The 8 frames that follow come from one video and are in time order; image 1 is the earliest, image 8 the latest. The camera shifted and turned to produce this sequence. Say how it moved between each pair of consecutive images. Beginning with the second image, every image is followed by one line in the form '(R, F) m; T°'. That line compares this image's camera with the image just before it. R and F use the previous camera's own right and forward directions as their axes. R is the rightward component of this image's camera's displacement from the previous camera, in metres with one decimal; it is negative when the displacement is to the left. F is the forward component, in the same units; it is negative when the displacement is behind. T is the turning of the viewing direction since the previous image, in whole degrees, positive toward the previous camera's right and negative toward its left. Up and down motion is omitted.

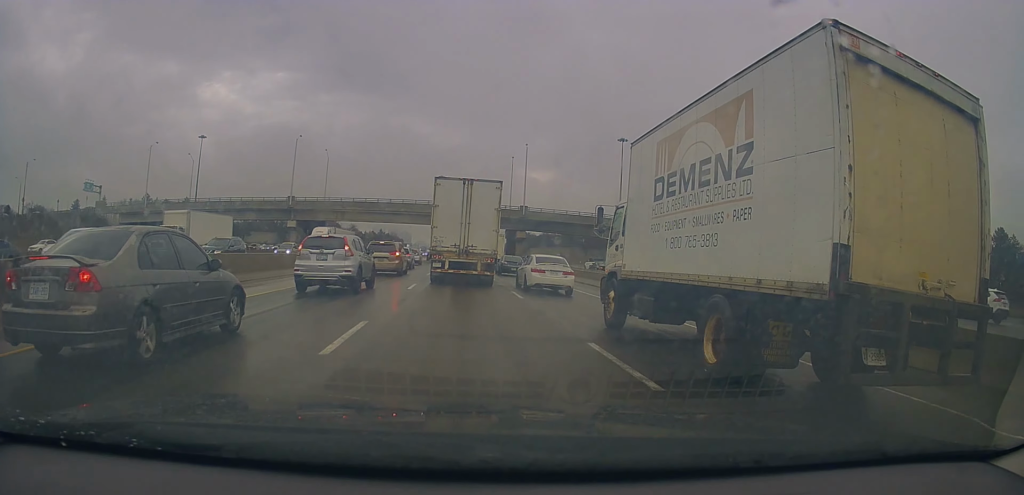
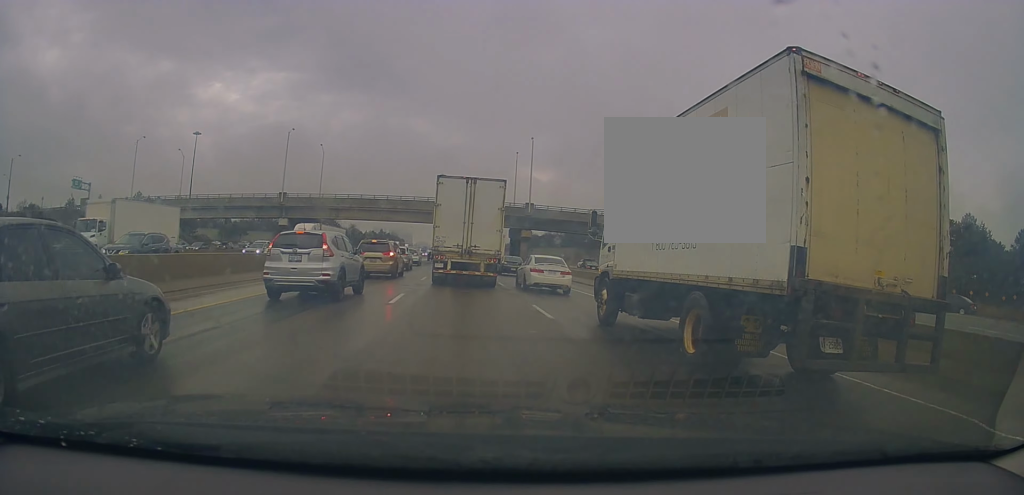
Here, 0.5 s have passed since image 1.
(-0.1, +5.6) m; -1°
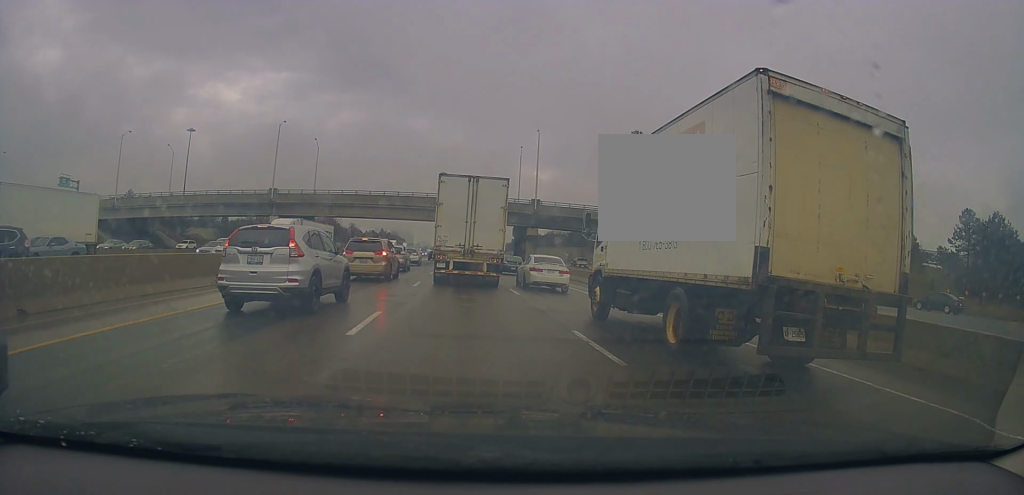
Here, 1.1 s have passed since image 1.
(0.0, +5.5) m; 0°
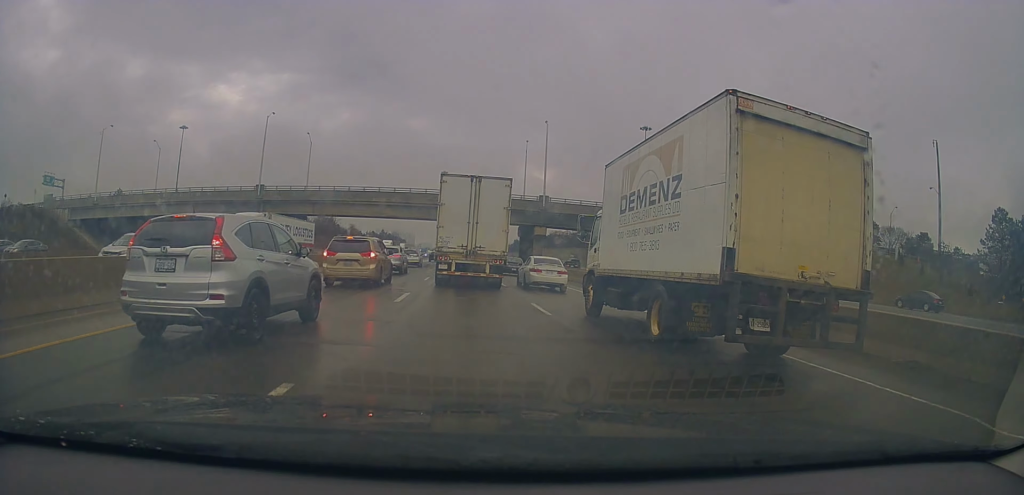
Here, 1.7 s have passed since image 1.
(-0.1, +6.2) m; +2°
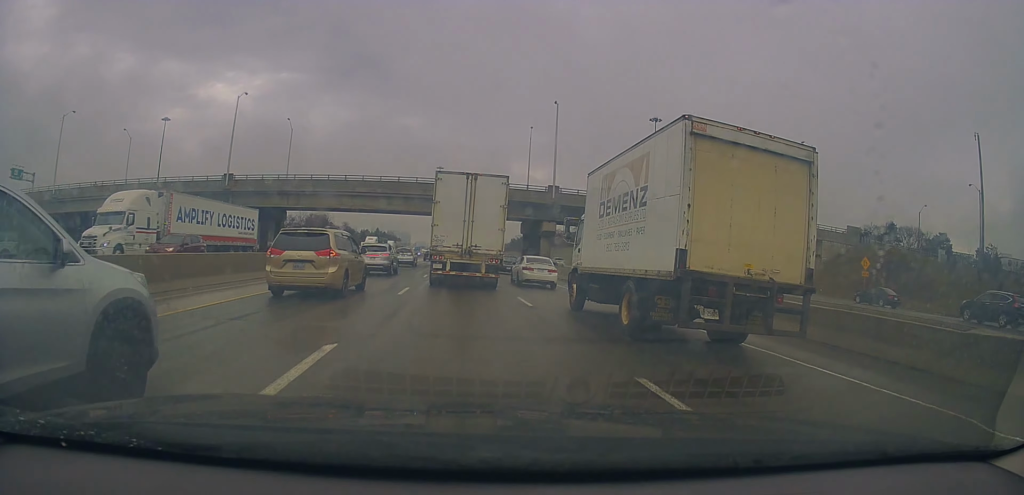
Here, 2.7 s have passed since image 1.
(+0.5, +9.7) m; -1°
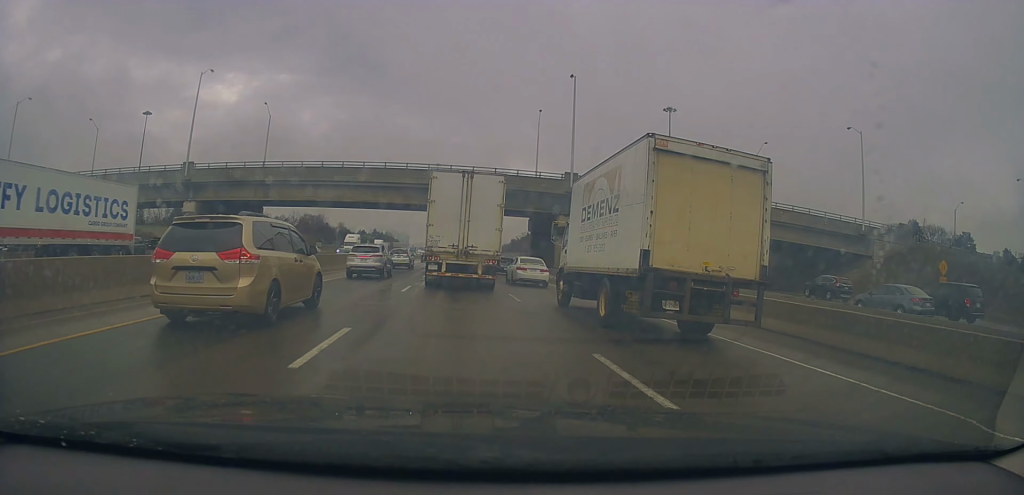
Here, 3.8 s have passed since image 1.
(-0.8, +10.7) m; -1°
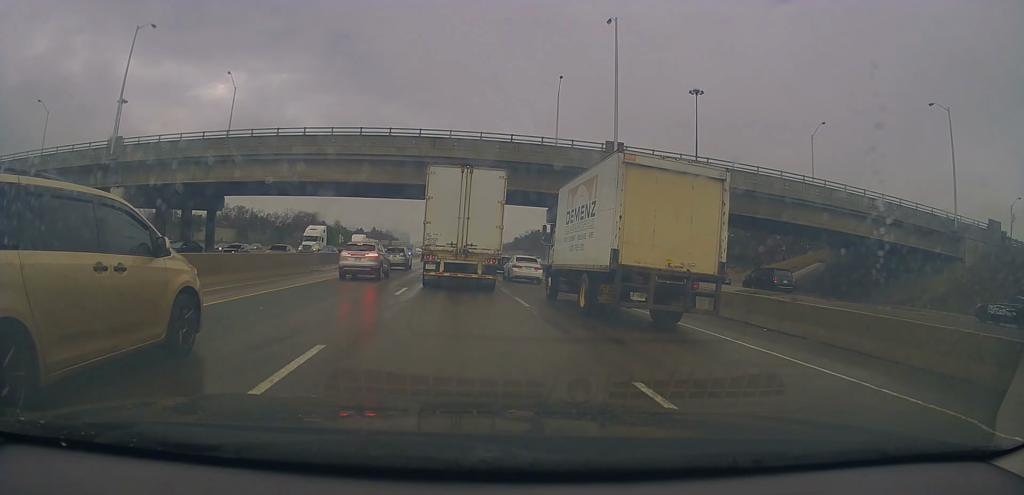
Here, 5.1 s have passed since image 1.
(+0.7, +13.9) m; -1°
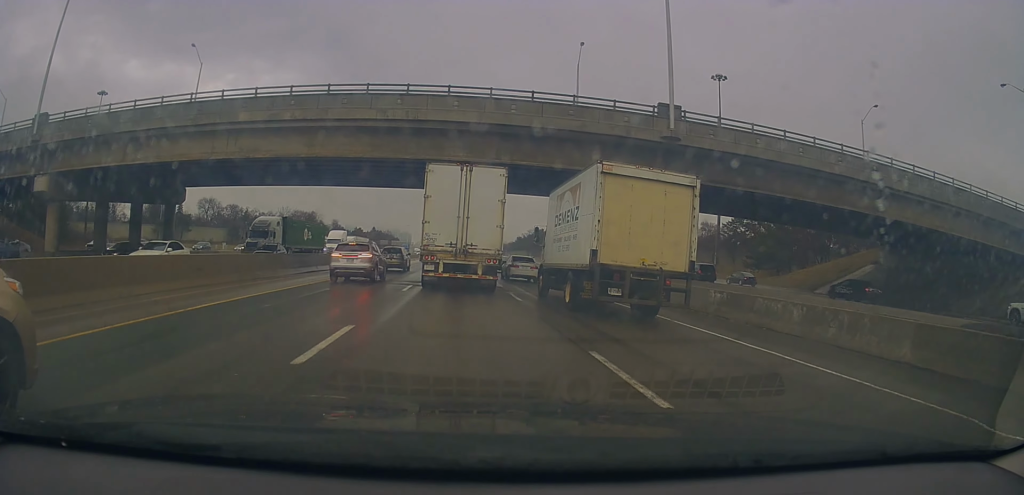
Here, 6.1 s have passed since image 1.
(-0.6, +10.2) m; -1°
